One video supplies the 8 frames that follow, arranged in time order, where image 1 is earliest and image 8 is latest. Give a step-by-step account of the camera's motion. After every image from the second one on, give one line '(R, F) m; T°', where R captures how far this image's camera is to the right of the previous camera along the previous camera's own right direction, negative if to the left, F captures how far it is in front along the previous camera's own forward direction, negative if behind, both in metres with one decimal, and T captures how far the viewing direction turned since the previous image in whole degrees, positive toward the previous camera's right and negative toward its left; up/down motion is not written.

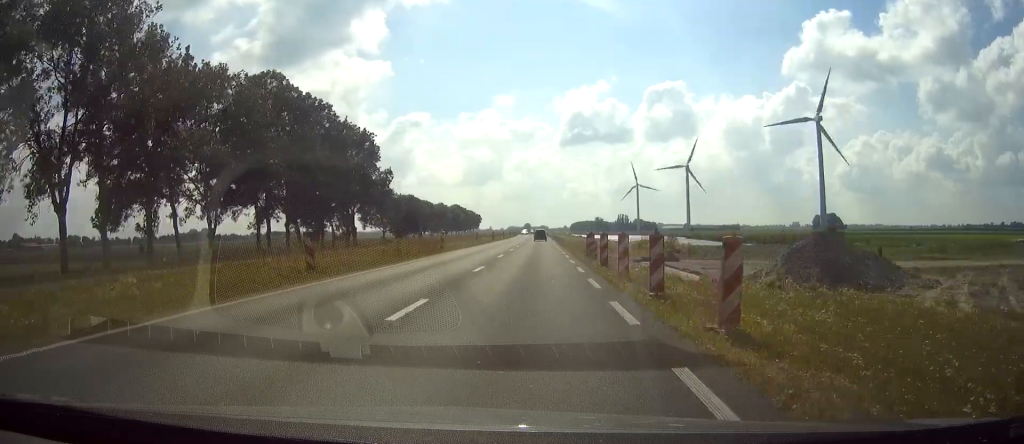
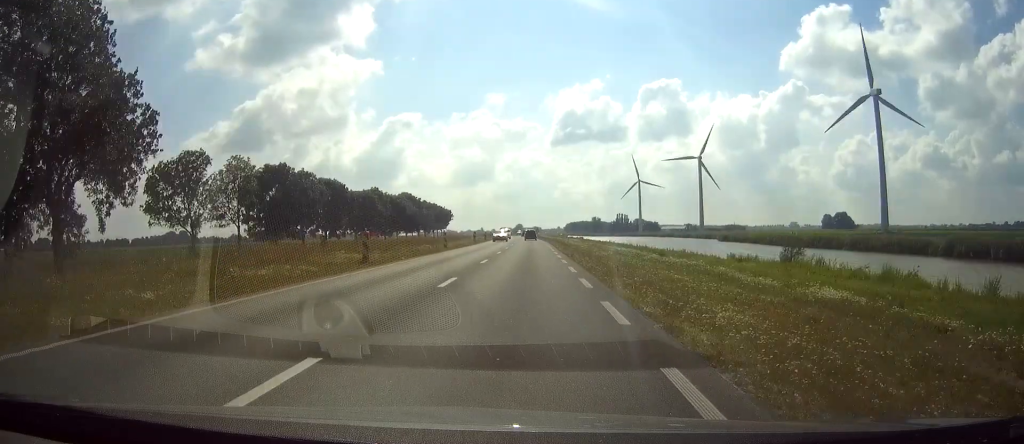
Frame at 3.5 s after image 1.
(+0.4, +64.9) m; 0°
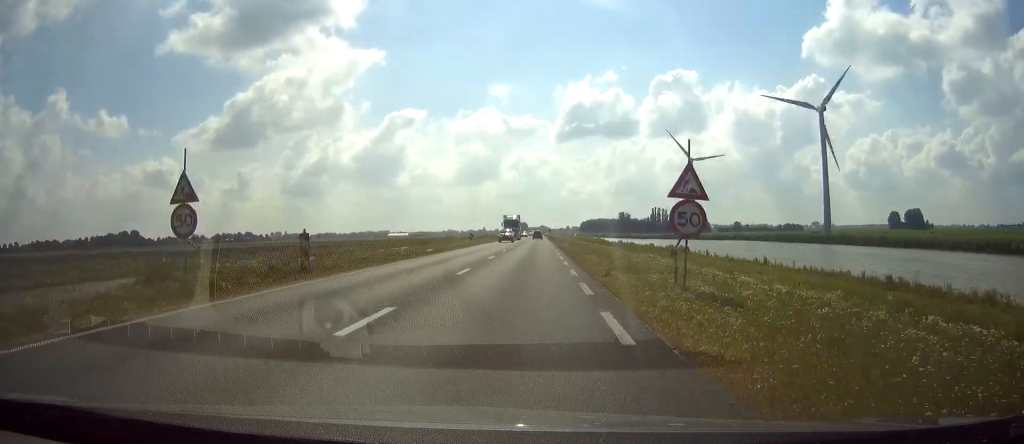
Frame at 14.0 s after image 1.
(-1.7, +195.5) m; 0°
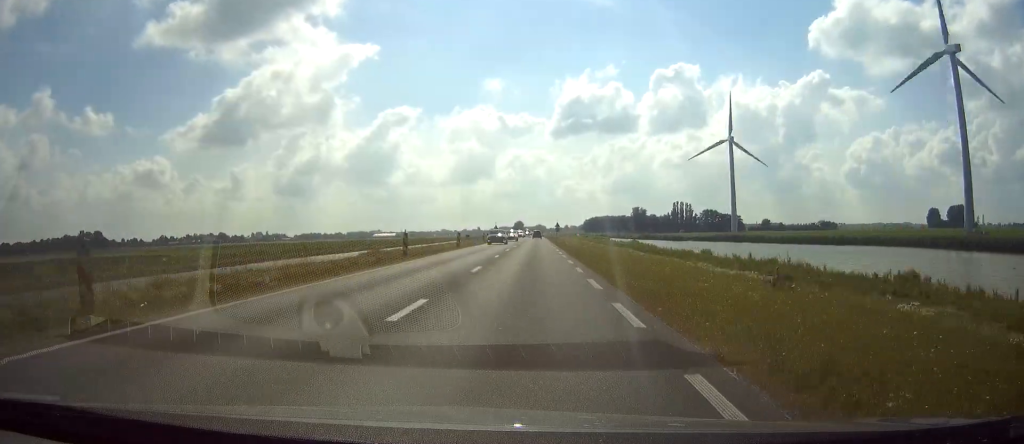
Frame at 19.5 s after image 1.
(+0.9, +102.5) m; +1°
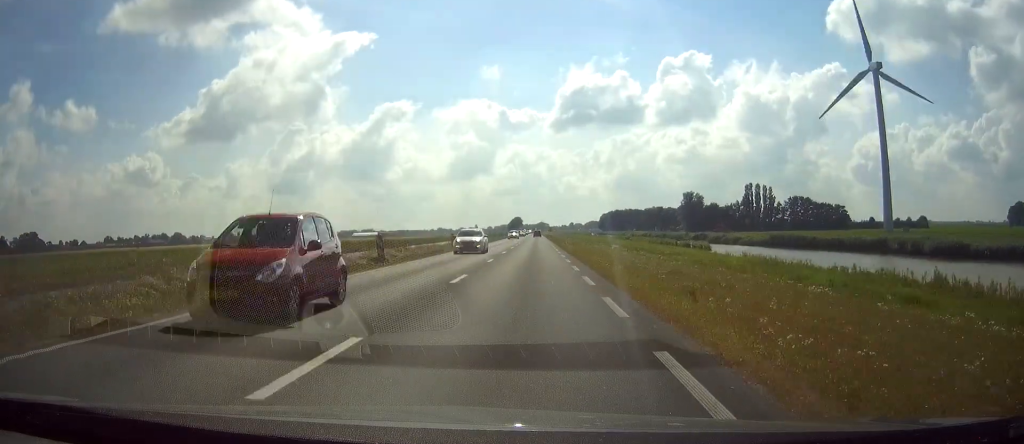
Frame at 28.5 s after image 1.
(+0.2, +168.0) m; 0°
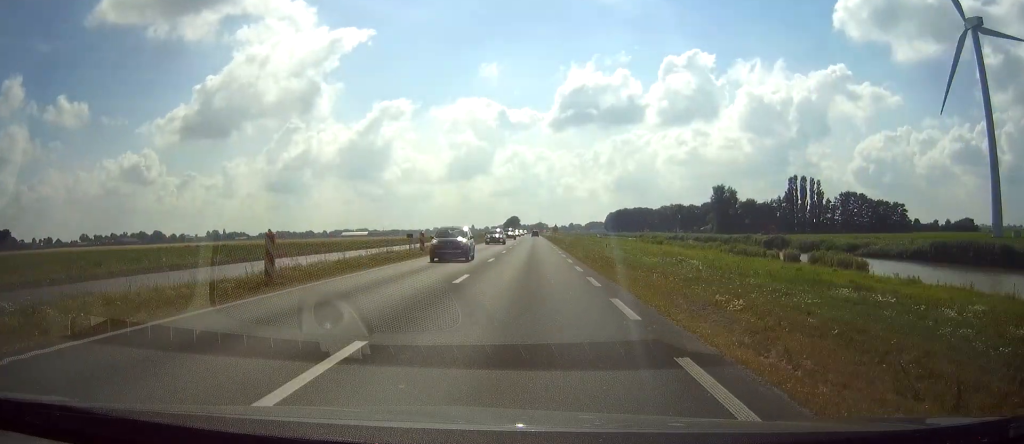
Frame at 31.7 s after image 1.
(-0.4, +59.4) m; 0°
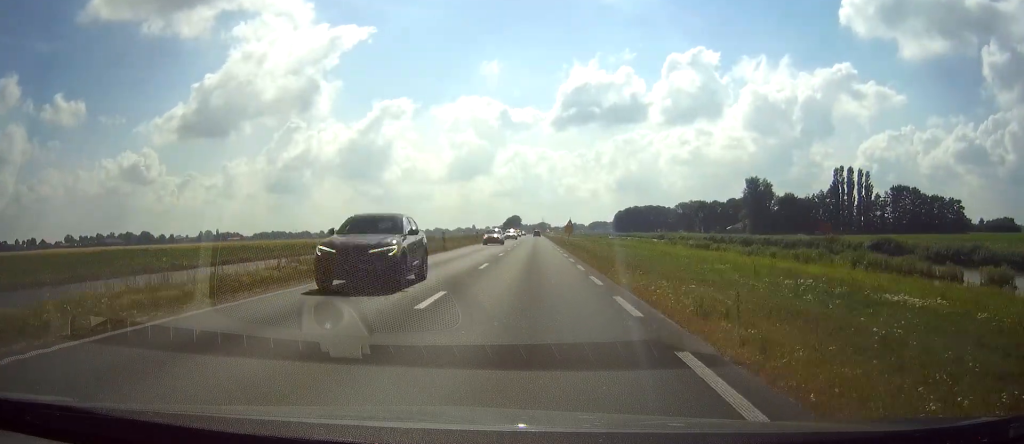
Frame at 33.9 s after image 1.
(0.0, +40.7) m; 0°
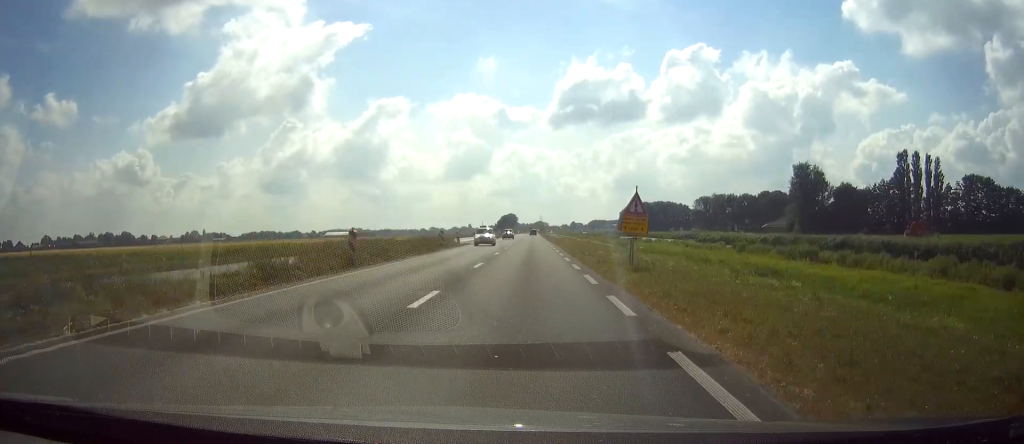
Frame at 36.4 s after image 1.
(+0.2, +47.0) m; 0°
